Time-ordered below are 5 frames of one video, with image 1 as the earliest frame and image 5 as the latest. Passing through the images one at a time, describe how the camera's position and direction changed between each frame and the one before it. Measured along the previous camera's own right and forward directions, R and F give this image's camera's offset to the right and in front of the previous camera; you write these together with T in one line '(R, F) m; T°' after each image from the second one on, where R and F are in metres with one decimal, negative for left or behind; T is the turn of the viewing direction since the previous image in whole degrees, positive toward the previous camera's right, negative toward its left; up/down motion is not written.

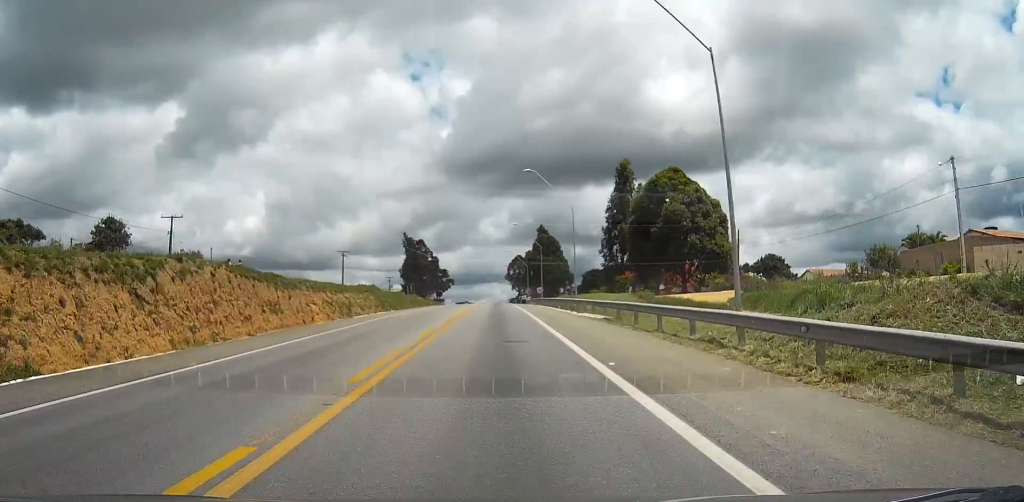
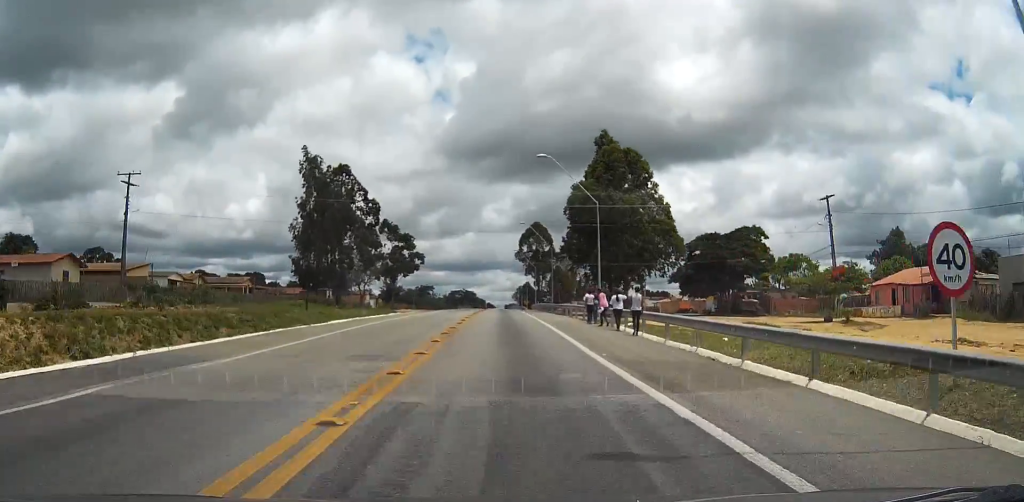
(-0.7, +90.7) m; -1°
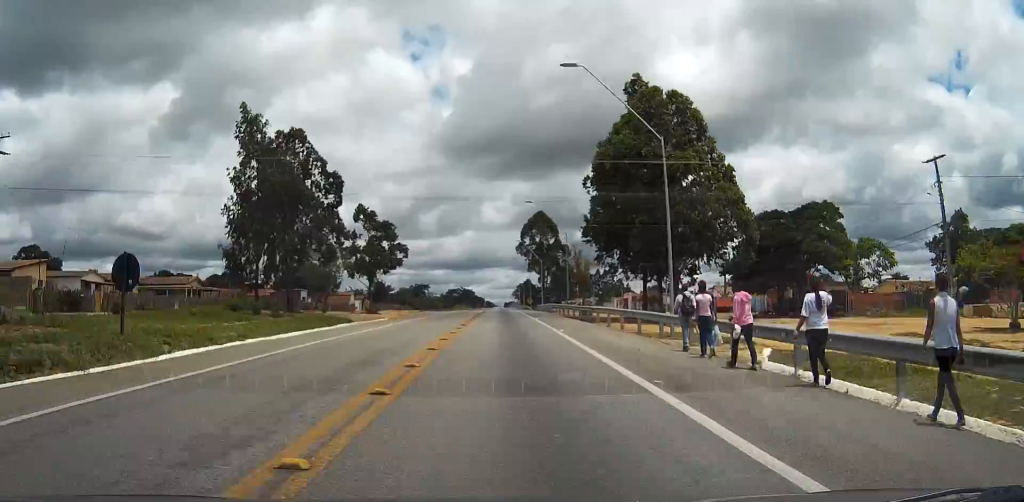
(-0.2, +19.0) m; 0°
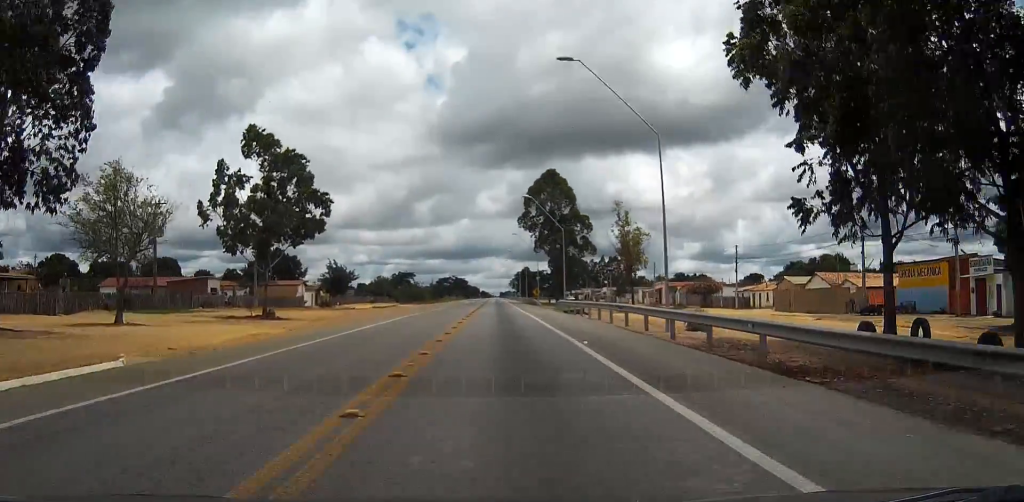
(+0.1, +40.2) m; +1°
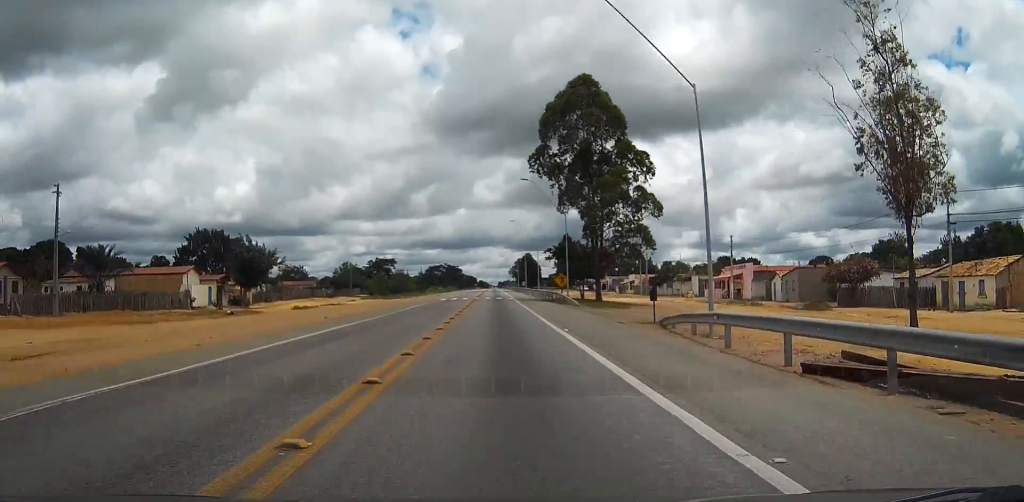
(+0.2, +45.7) m; 0°
